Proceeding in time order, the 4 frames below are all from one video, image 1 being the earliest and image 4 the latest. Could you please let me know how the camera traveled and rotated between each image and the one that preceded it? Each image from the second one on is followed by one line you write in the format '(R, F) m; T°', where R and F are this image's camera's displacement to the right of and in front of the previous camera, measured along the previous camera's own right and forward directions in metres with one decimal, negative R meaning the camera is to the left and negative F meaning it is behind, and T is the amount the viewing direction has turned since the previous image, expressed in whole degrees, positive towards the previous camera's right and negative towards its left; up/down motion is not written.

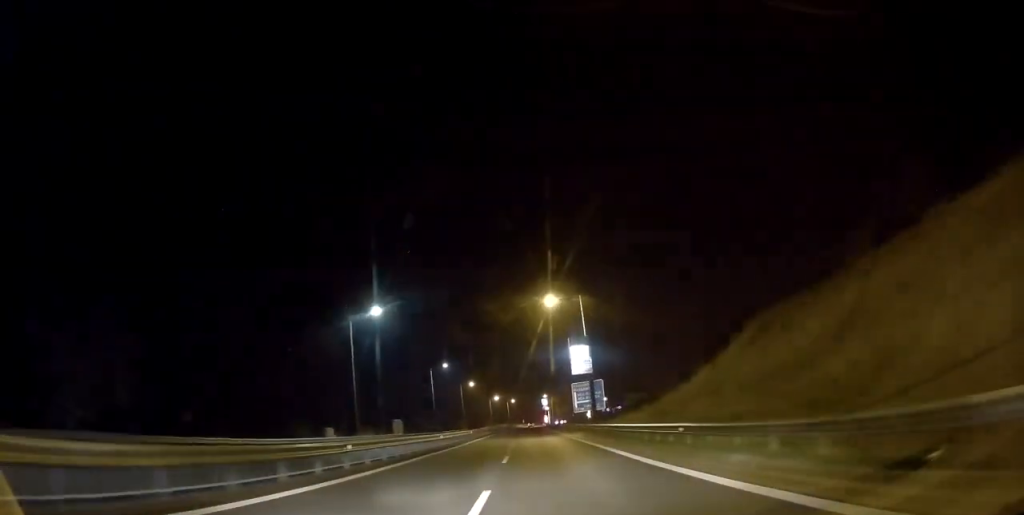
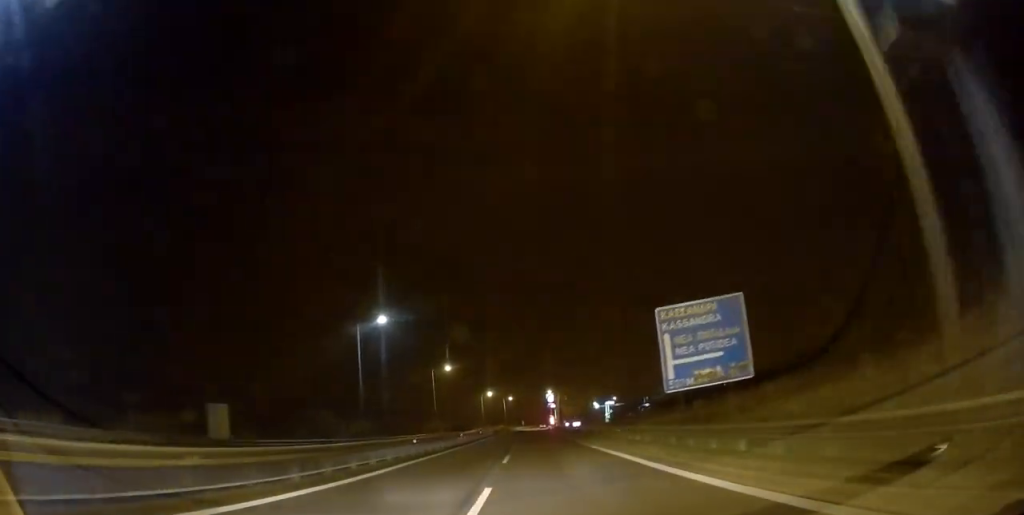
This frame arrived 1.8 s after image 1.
(-0.6, +44.7) m; -1°
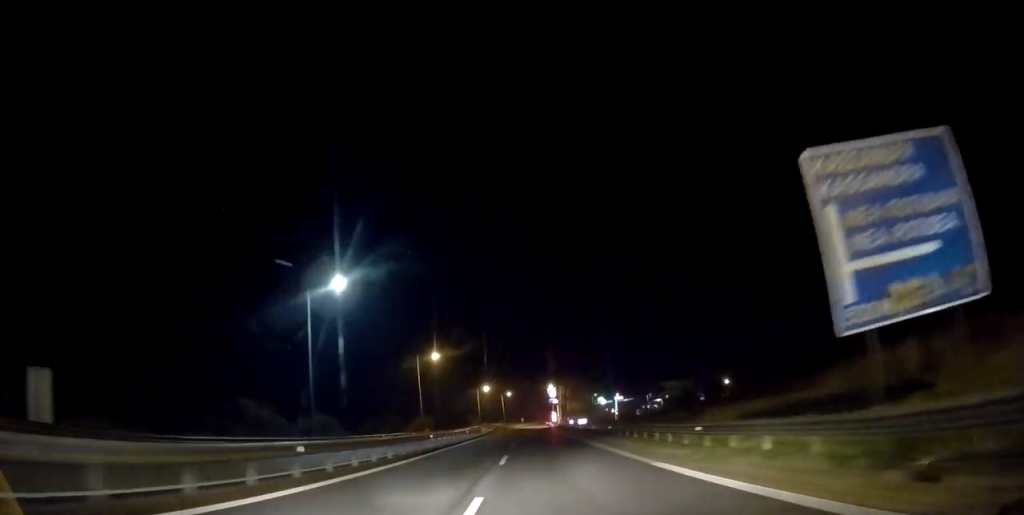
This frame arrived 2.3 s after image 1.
(0.0, +13.4) m; 0°
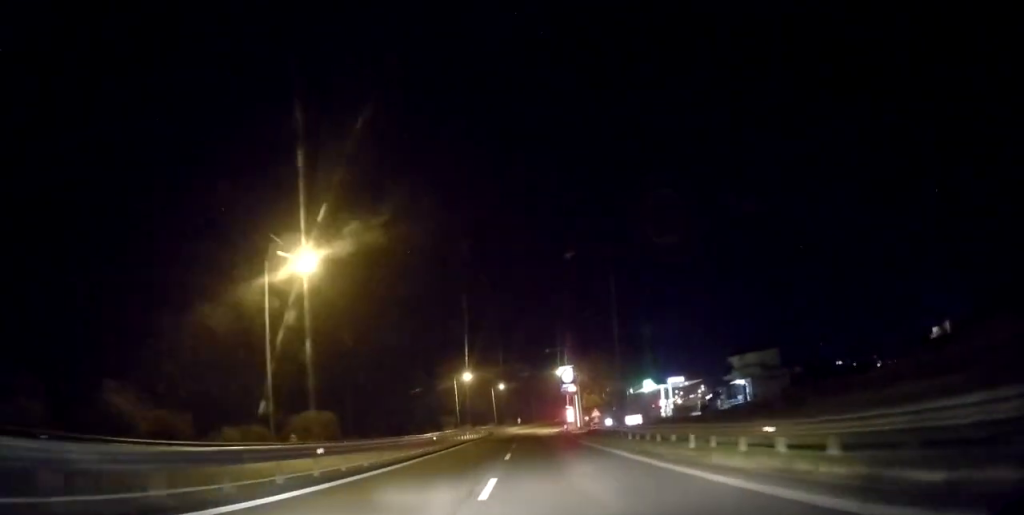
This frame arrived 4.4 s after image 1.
(+0.2, +52.8) m; -1°
